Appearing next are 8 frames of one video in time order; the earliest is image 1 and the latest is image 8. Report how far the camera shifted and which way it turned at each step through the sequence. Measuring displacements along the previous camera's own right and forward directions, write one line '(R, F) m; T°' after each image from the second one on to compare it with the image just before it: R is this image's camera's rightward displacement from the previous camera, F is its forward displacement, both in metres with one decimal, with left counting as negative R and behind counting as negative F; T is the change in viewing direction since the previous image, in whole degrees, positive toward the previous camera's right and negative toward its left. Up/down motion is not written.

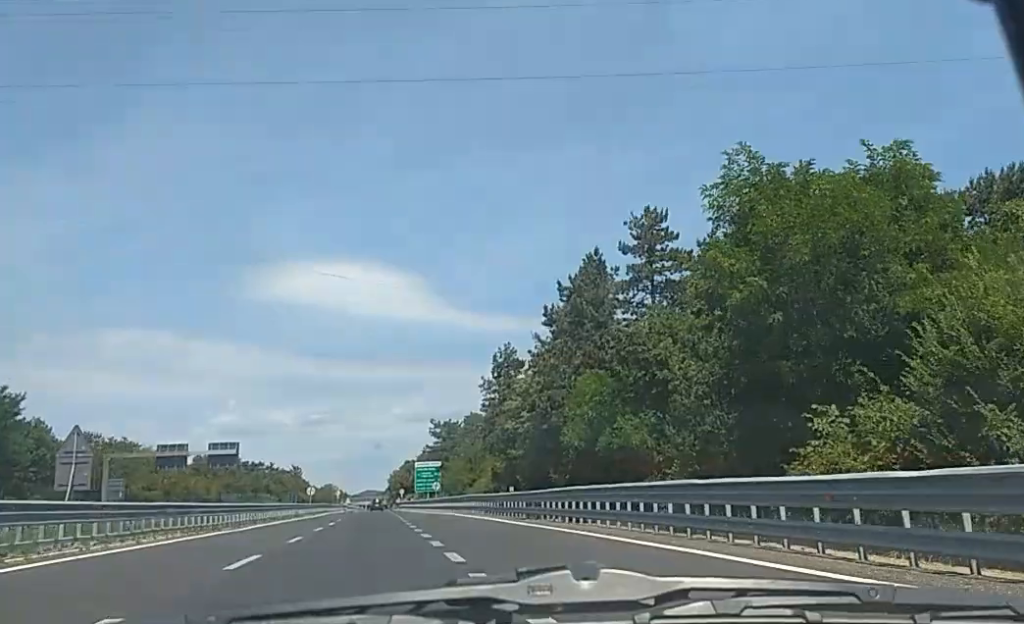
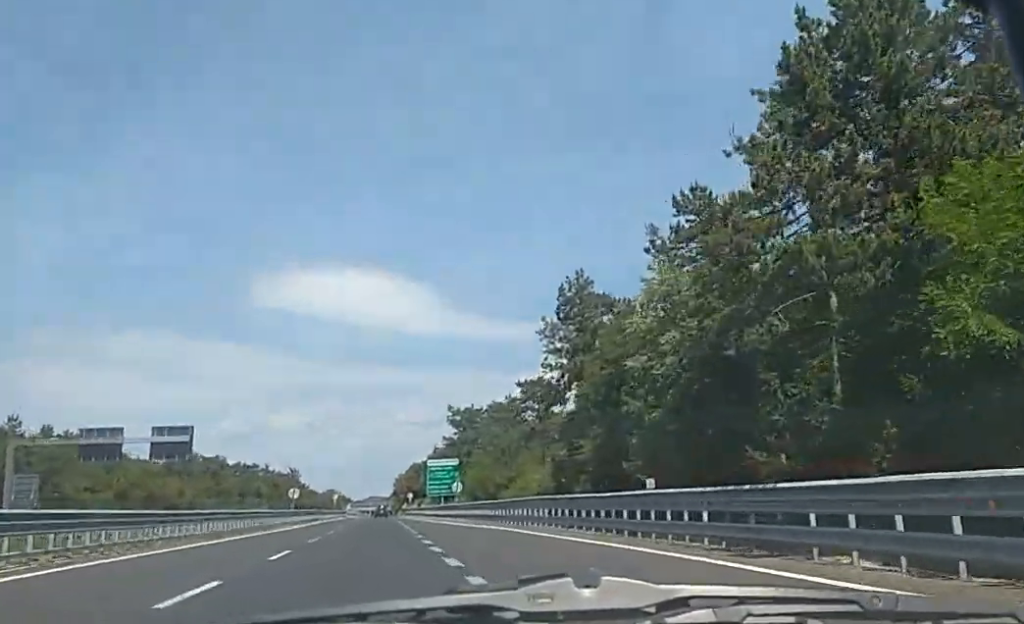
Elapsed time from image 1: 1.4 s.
(+0.1, +29.9) m; 0°
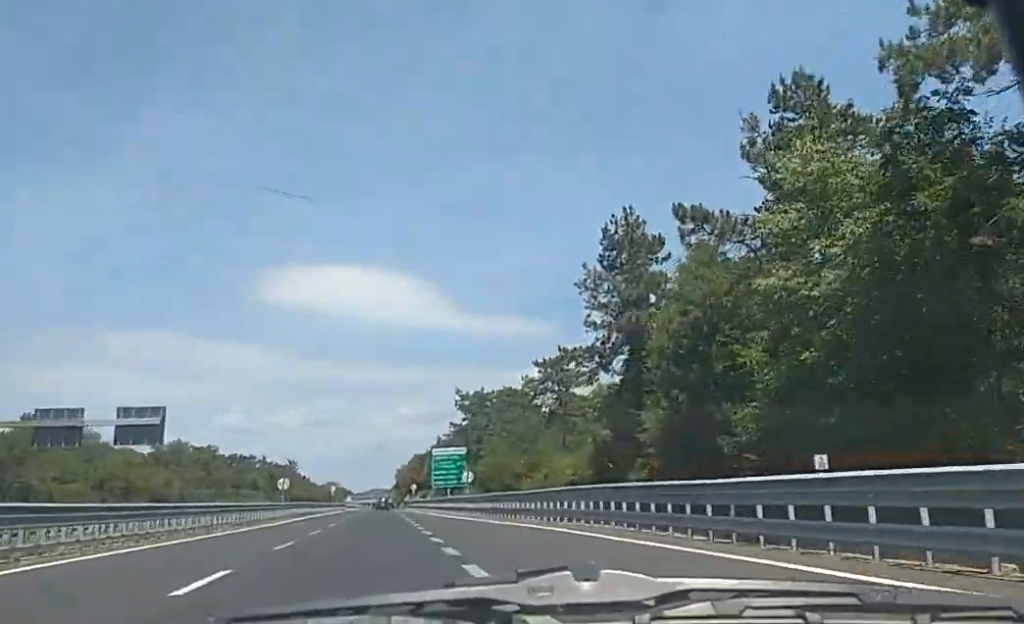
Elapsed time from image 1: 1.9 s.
(0.0, +11.3) m; 0°
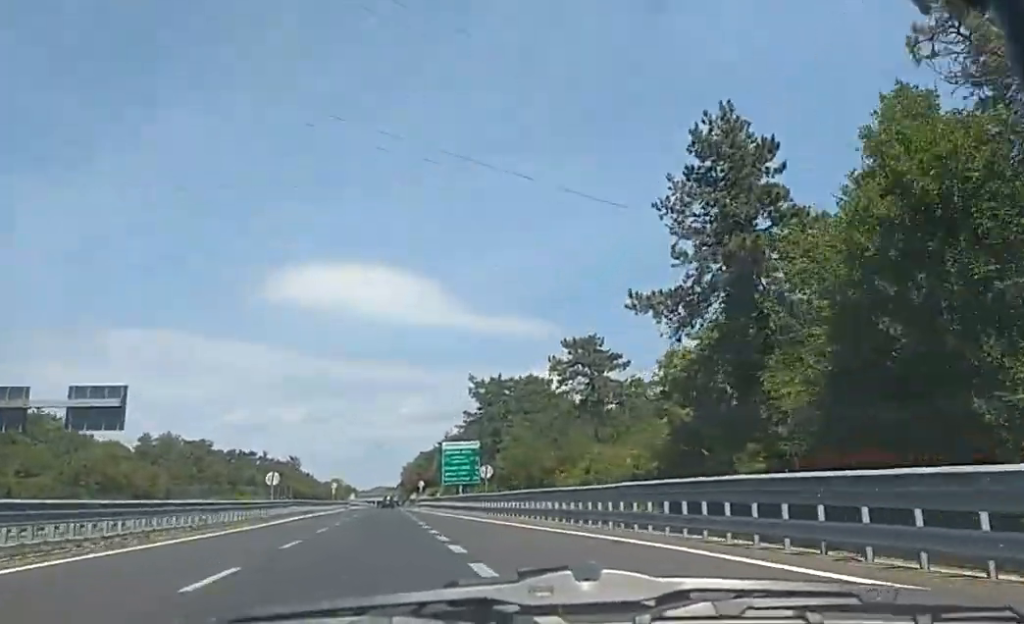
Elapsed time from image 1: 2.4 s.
(0.0, +12.1) m; 0°
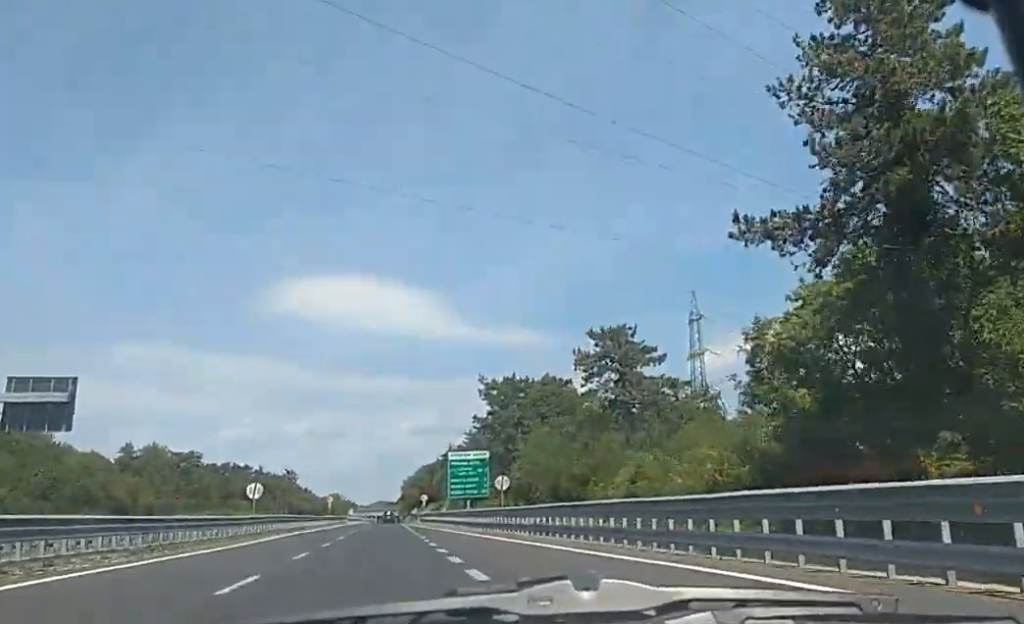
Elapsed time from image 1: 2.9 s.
(0.0, +9.1) m; 0°
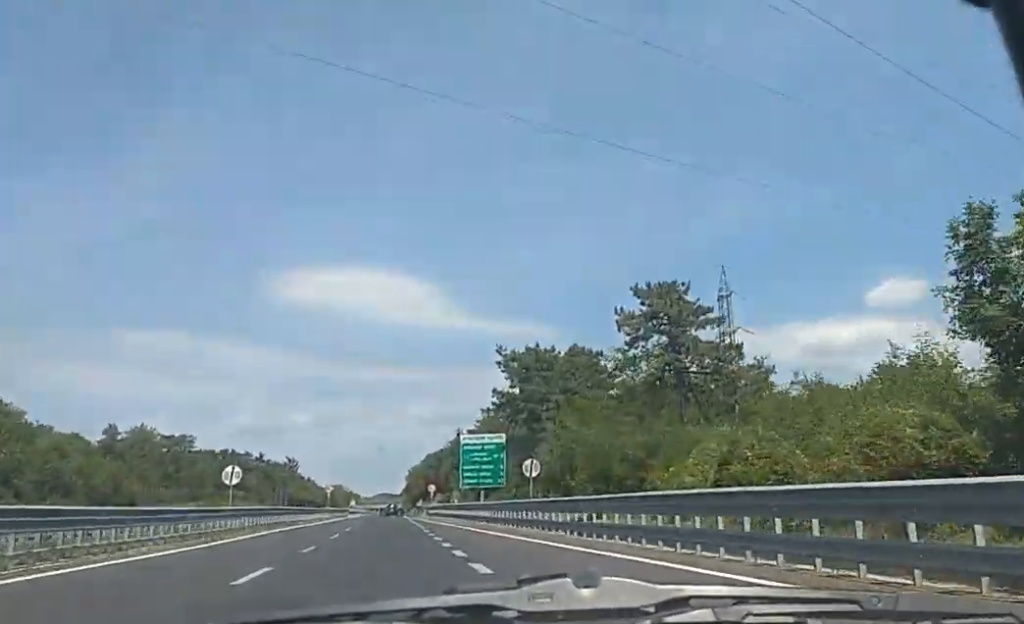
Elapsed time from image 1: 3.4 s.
(0.0, +11.4) m; 0°
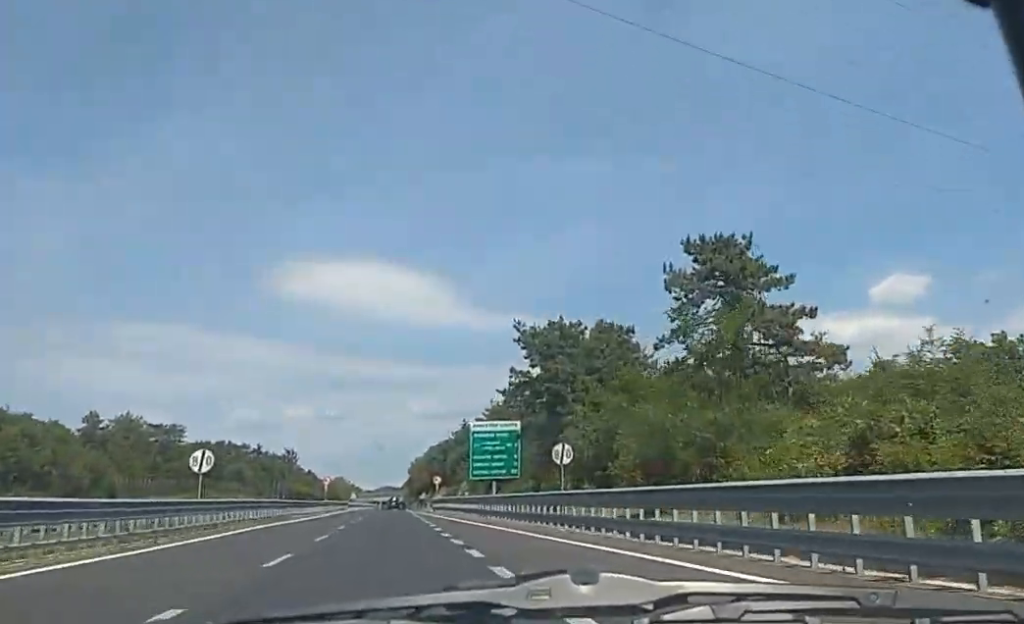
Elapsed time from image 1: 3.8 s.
(0.0, +9.1) m; 0°
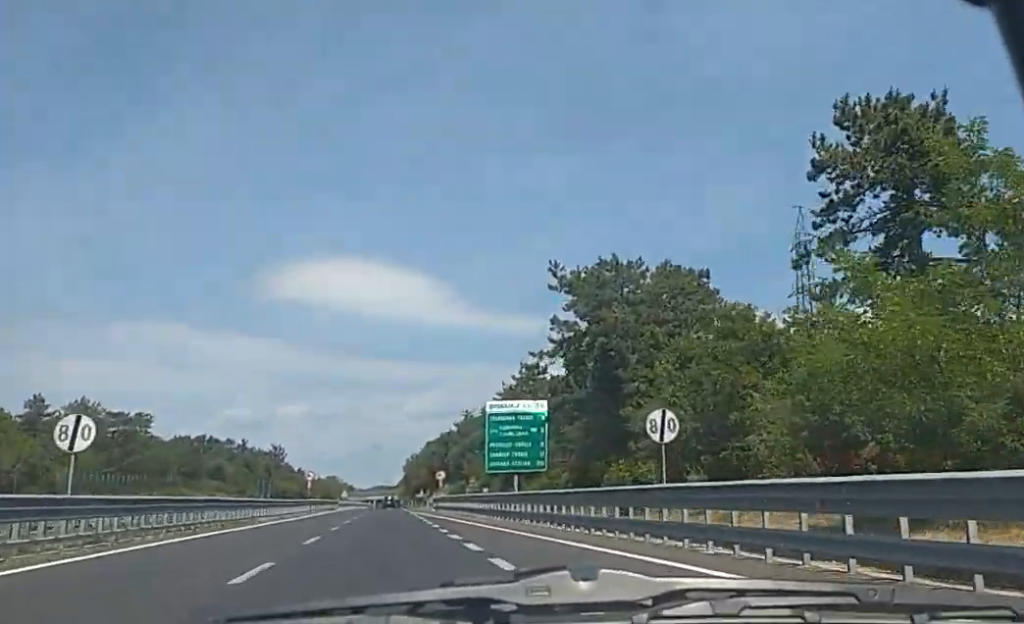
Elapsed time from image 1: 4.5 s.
(0.0, +16.9) m; 0°
